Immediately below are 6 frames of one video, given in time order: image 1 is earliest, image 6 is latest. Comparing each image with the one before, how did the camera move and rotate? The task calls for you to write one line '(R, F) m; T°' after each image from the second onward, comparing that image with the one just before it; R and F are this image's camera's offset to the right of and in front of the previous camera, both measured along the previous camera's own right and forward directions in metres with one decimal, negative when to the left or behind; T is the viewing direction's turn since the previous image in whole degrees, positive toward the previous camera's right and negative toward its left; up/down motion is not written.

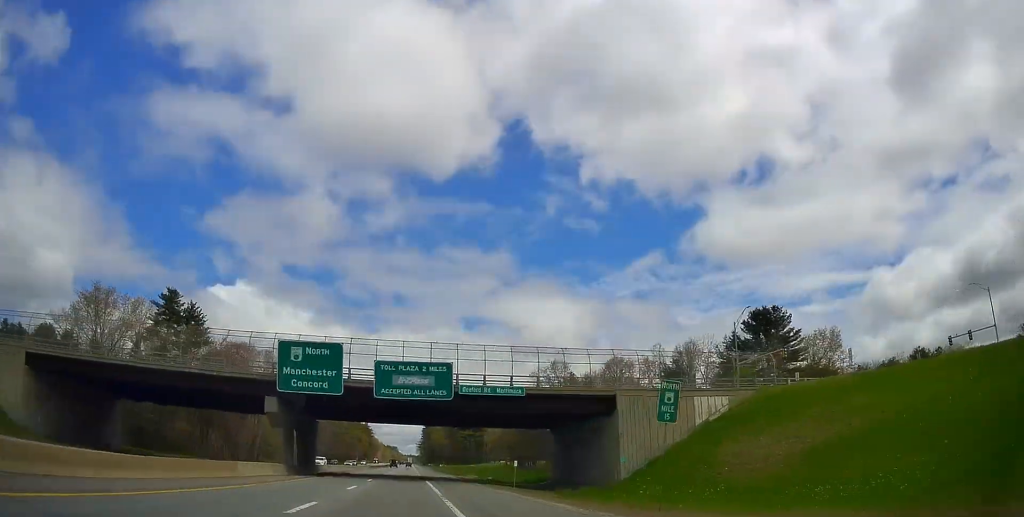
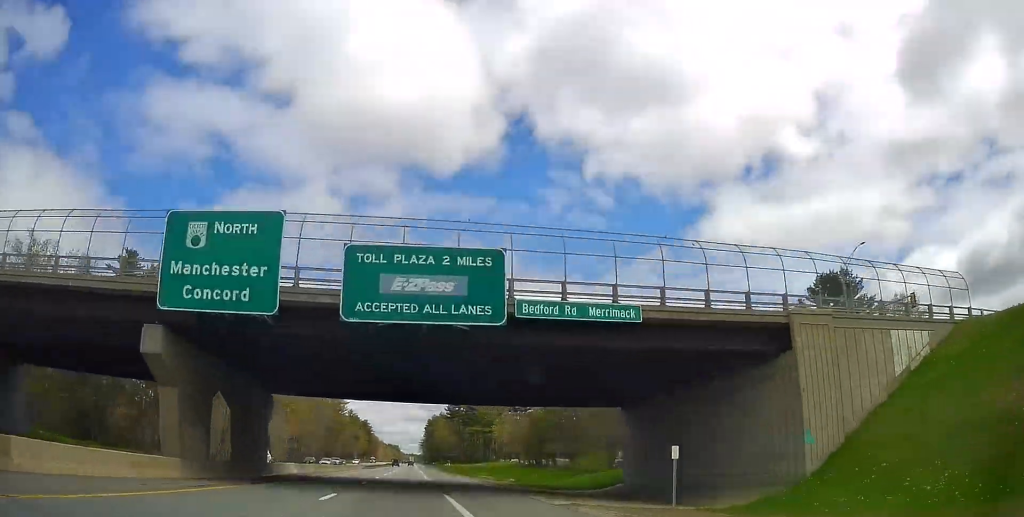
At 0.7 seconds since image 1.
(-0.2, +20.8) m; 0°
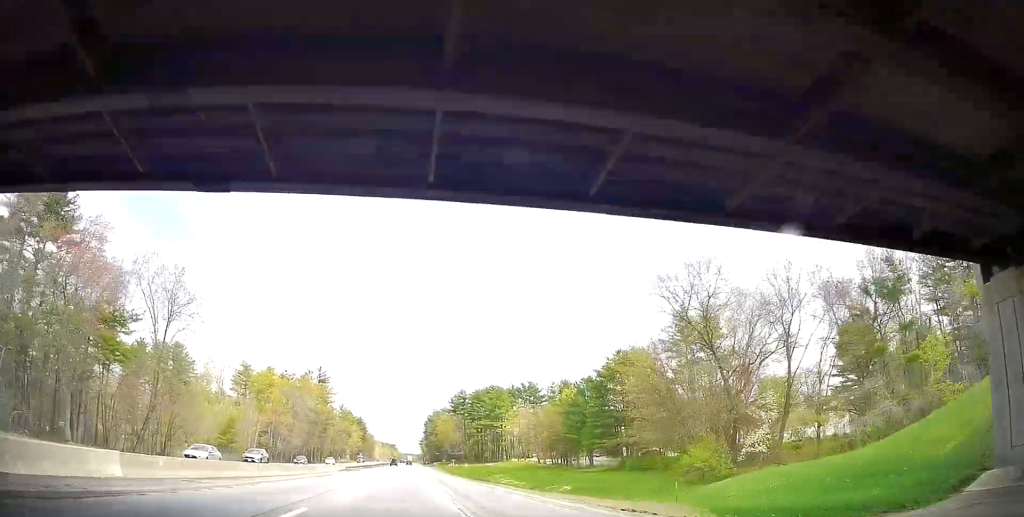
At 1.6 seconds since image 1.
(+0.1, +30.2) m; +1°
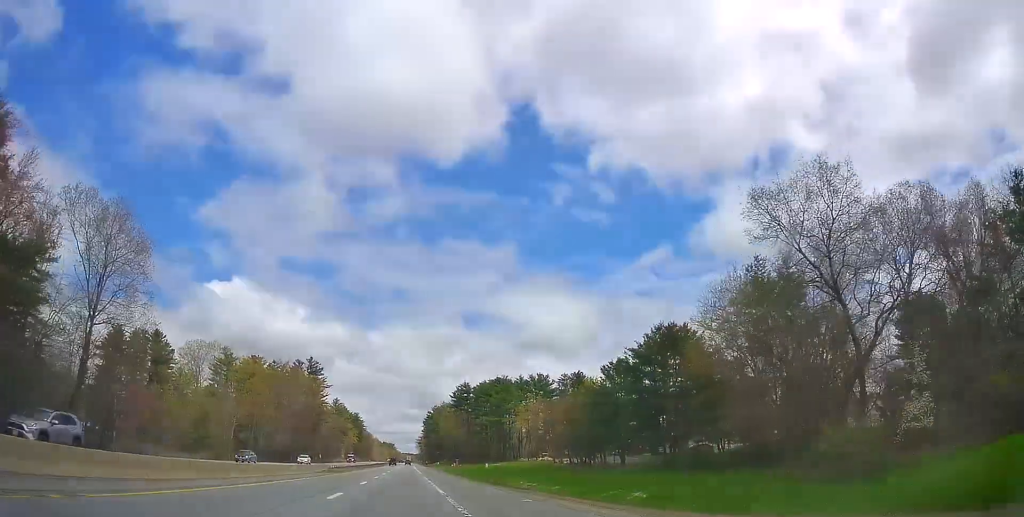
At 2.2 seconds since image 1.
(+0.1, +17.7) m; 0°
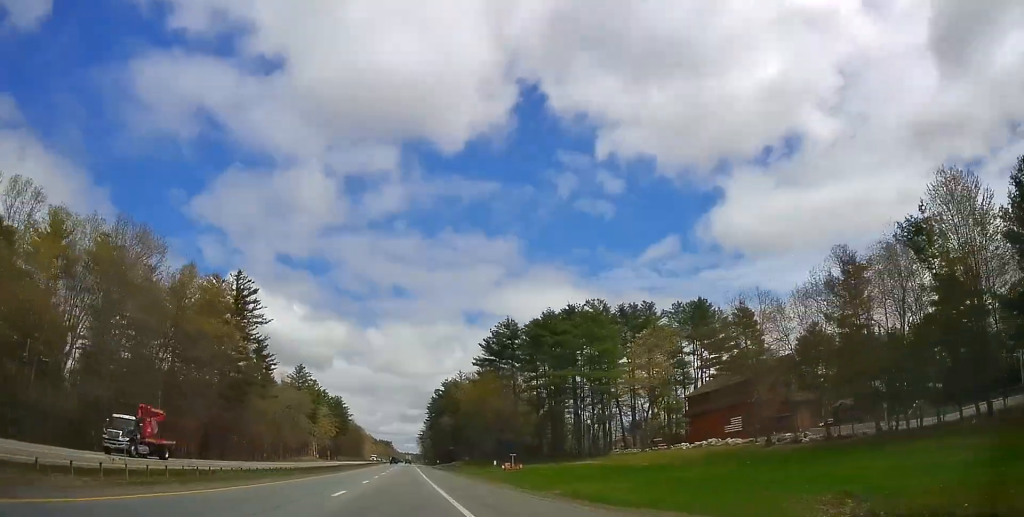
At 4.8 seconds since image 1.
(-0.3, +85.8) m; -1°
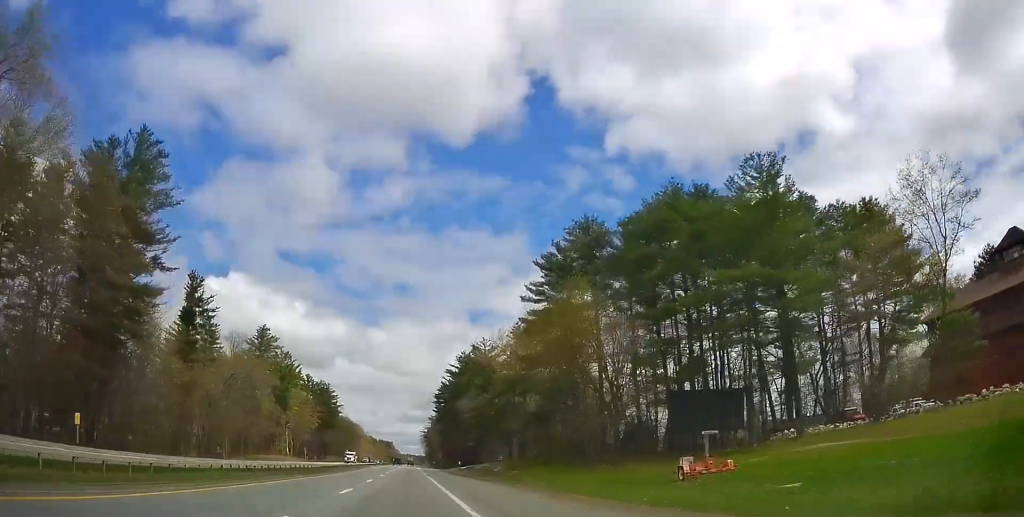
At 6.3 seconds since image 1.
(0.0, +48.0) m; +1°
